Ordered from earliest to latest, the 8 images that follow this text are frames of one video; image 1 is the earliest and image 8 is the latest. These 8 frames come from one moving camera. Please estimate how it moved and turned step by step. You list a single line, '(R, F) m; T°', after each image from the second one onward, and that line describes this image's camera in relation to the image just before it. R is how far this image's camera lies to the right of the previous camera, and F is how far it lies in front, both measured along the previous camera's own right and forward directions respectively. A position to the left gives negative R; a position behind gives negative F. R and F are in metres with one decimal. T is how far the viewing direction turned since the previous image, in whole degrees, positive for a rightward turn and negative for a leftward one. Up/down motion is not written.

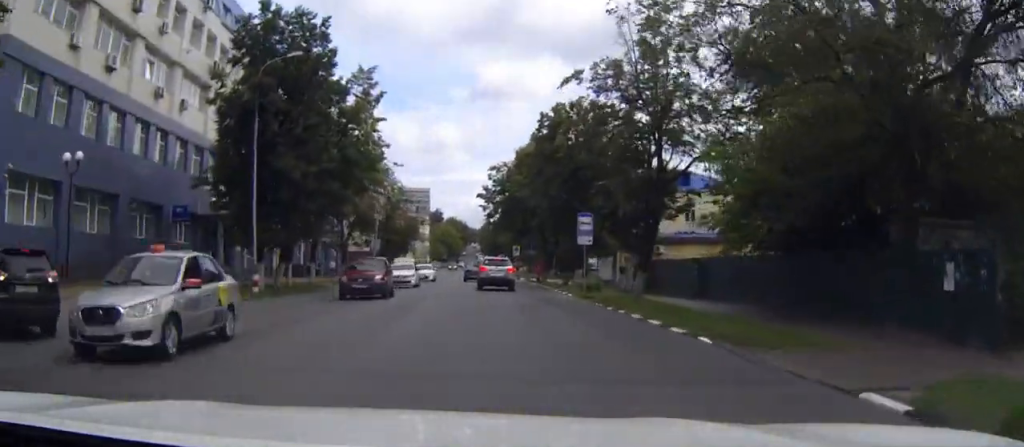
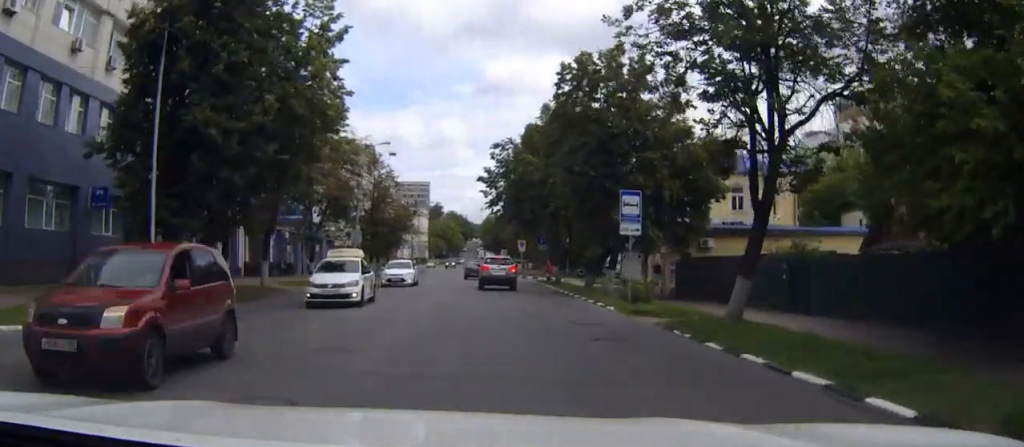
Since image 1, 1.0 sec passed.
(-0.3, +10.5) m; 0°
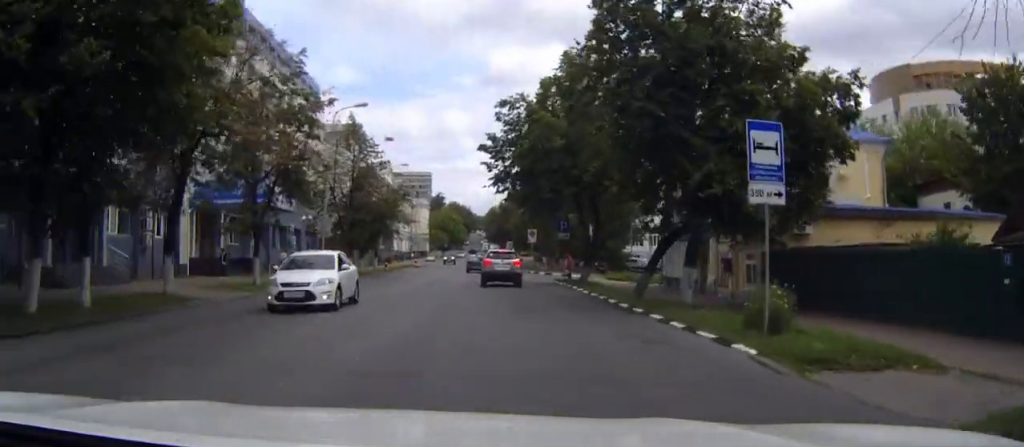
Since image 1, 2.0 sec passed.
(+0.3, +11.8) m; +1°
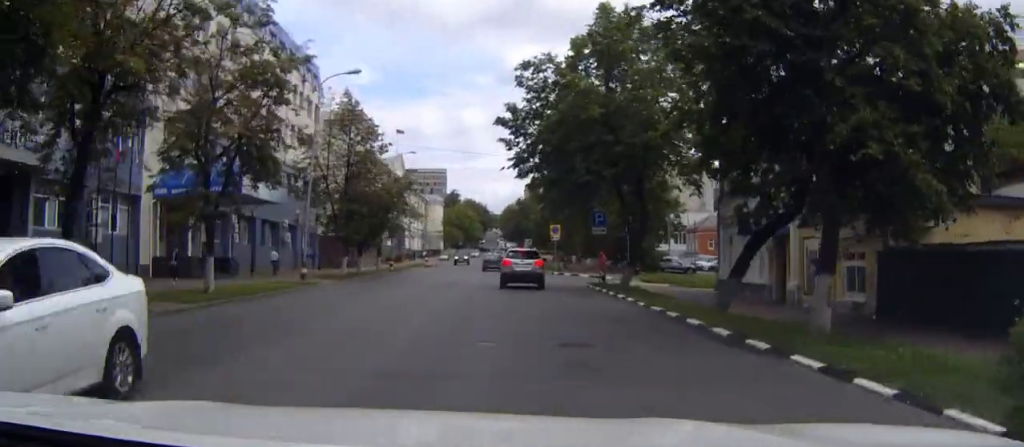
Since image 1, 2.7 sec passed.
(-0.2, +7.6) m; -1°
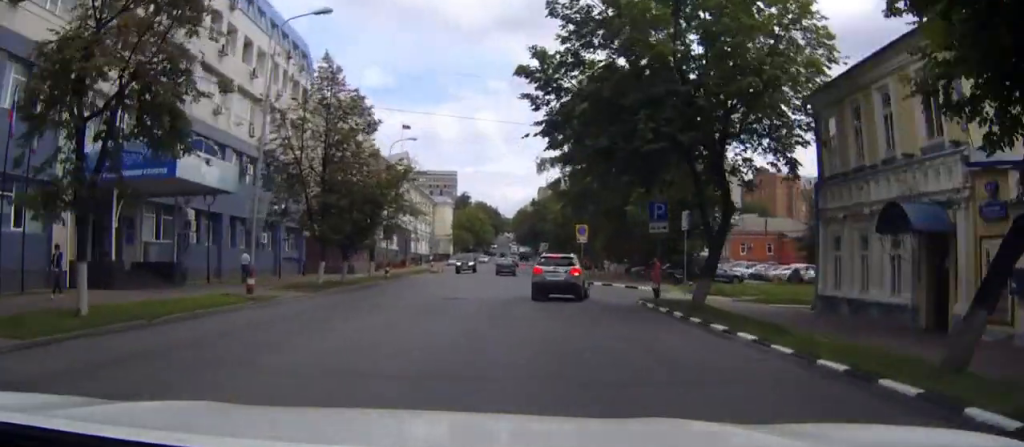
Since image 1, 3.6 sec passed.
(-0.1, +9.8) m; 0°
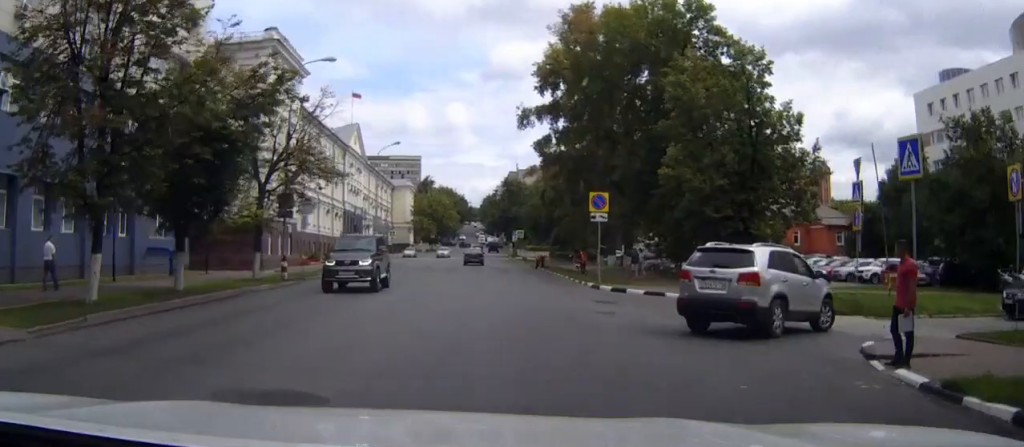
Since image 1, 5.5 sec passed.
(+0.2, +20.5) m; +1°
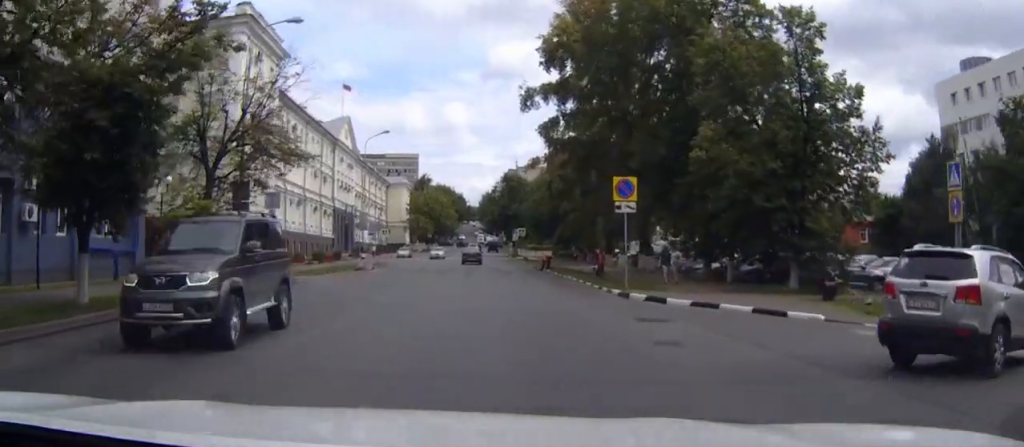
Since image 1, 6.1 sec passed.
(+0.2, +6.1) m; -1°
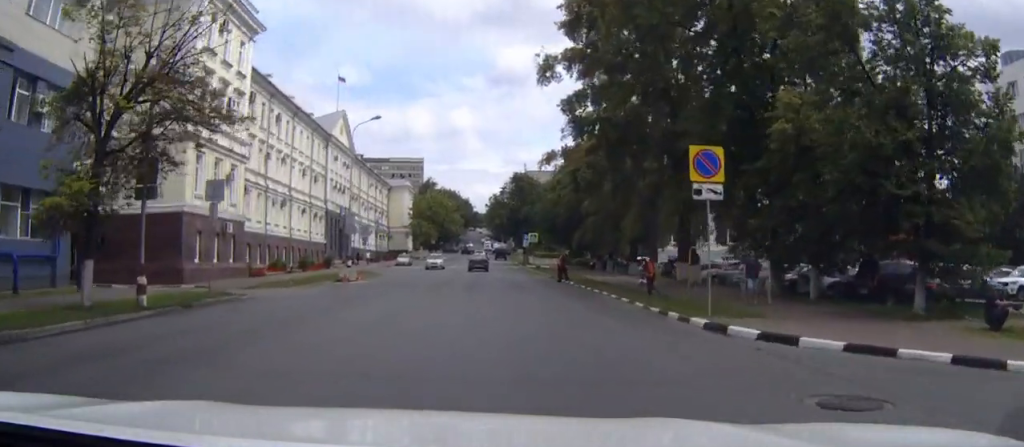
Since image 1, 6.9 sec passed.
(-0.3, +8.7) m; 0°
